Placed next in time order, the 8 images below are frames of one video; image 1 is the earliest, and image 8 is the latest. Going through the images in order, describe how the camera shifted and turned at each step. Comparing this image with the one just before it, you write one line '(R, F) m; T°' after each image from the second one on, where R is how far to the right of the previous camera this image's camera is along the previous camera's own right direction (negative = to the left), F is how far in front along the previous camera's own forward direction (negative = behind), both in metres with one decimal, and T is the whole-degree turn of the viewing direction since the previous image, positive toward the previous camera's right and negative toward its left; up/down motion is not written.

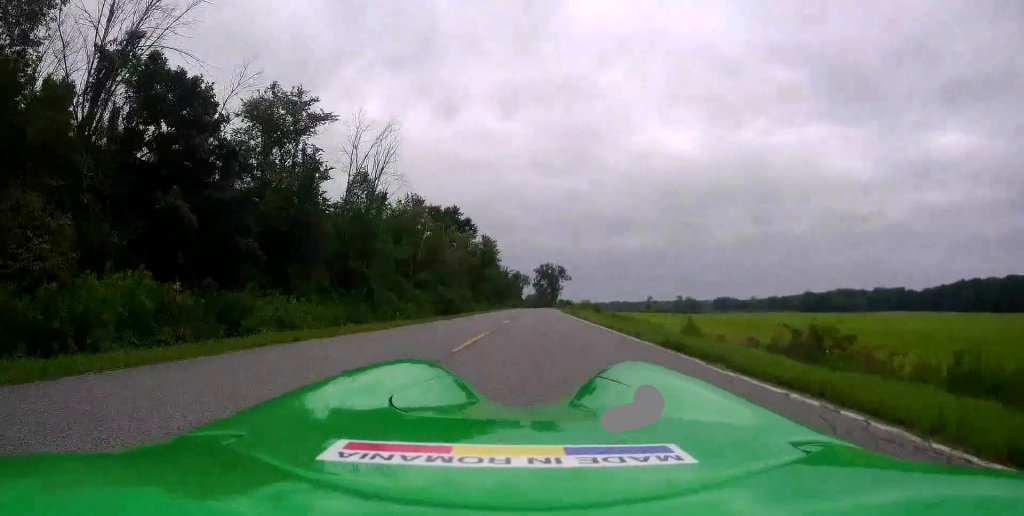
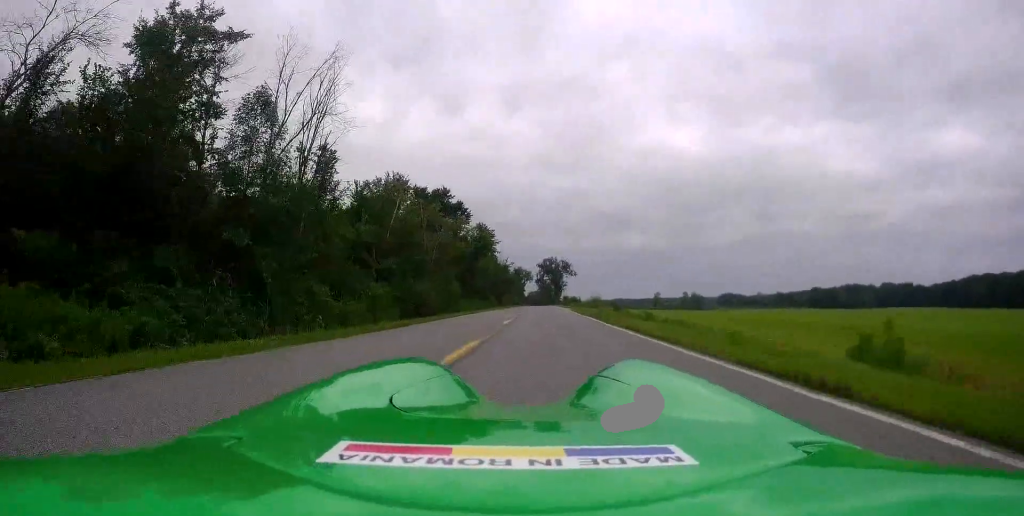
(0.0, +14.0) m; -1°
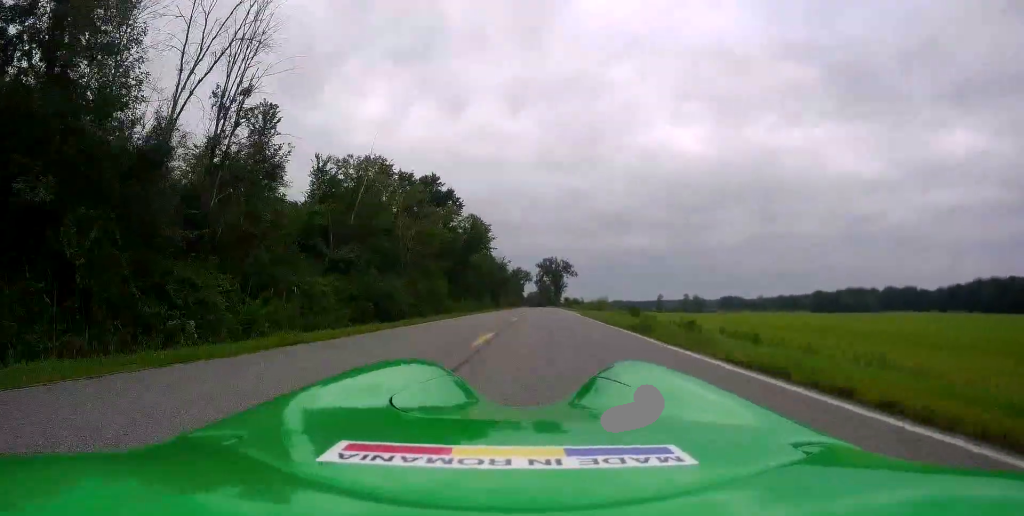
(-0.1, +9.2) m; +1°
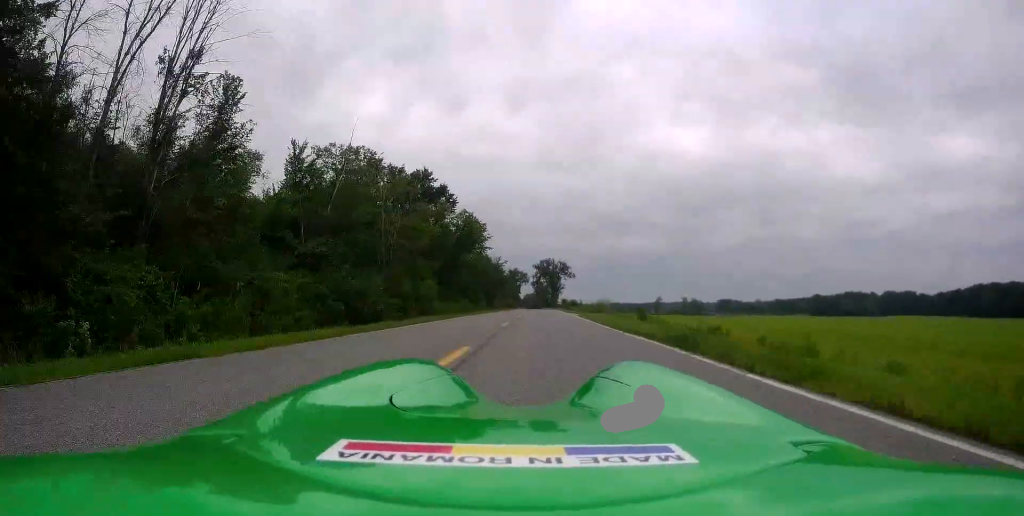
(+0.1, +3.8) m; +1°
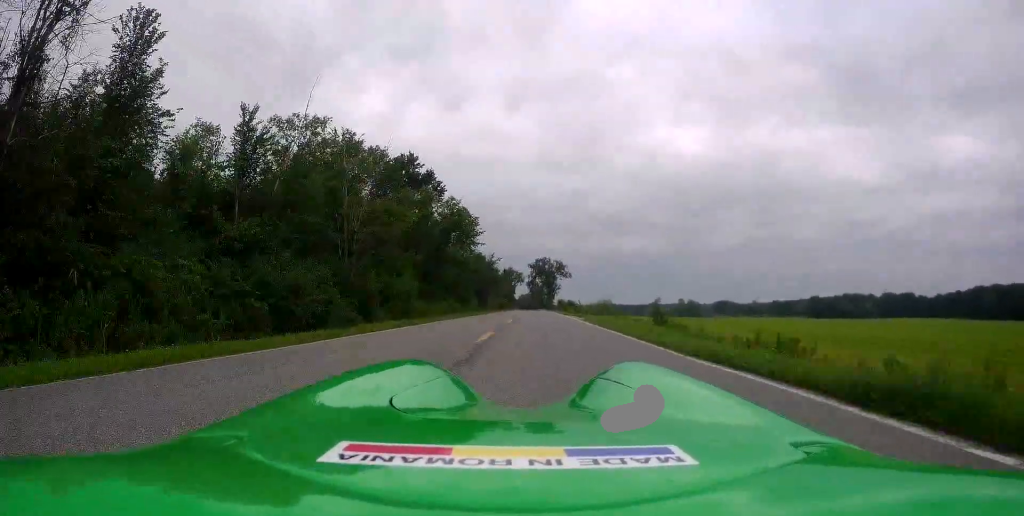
(+0.1, +6.8) m; -1°
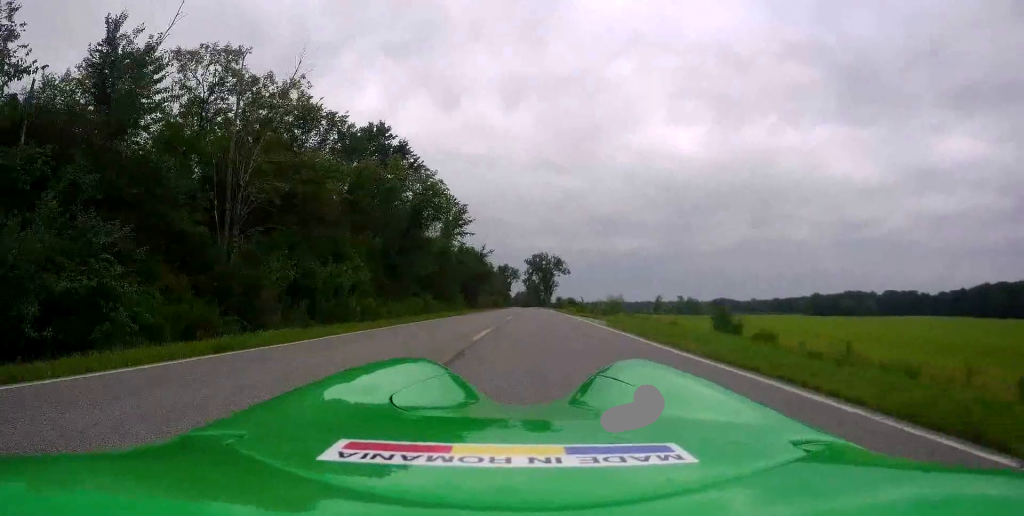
(-0.3, +11.6) m; +1°
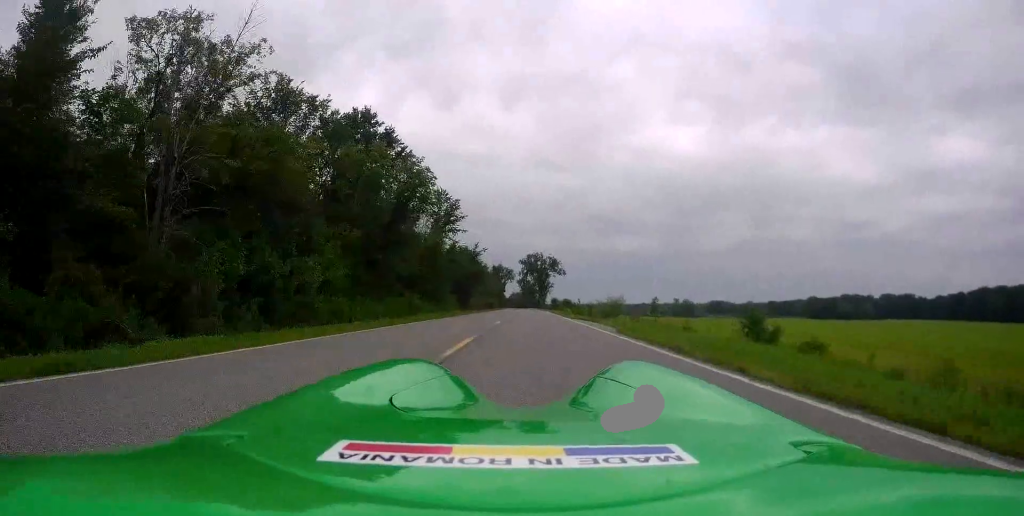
(0.0, +3.7) m; 0°
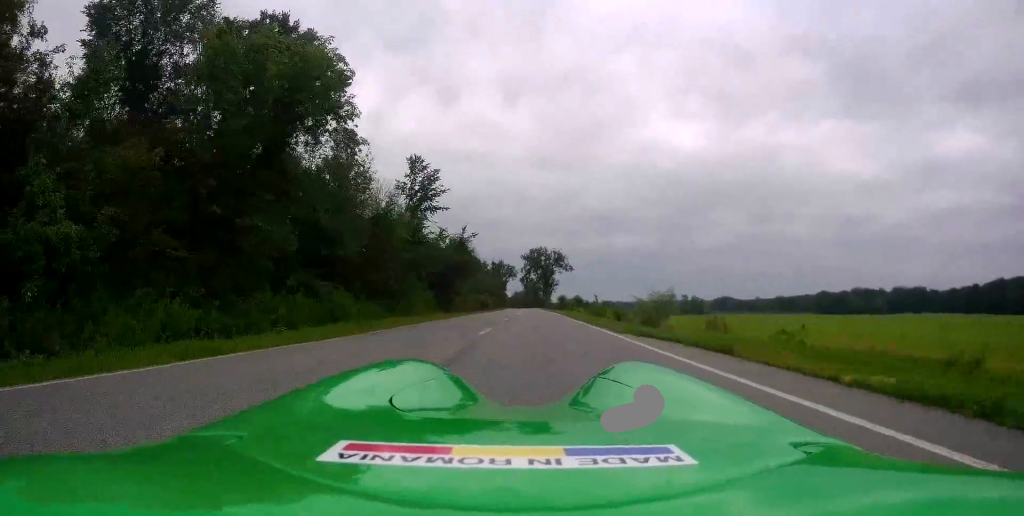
(-0.3, +18.3) m; -4°
